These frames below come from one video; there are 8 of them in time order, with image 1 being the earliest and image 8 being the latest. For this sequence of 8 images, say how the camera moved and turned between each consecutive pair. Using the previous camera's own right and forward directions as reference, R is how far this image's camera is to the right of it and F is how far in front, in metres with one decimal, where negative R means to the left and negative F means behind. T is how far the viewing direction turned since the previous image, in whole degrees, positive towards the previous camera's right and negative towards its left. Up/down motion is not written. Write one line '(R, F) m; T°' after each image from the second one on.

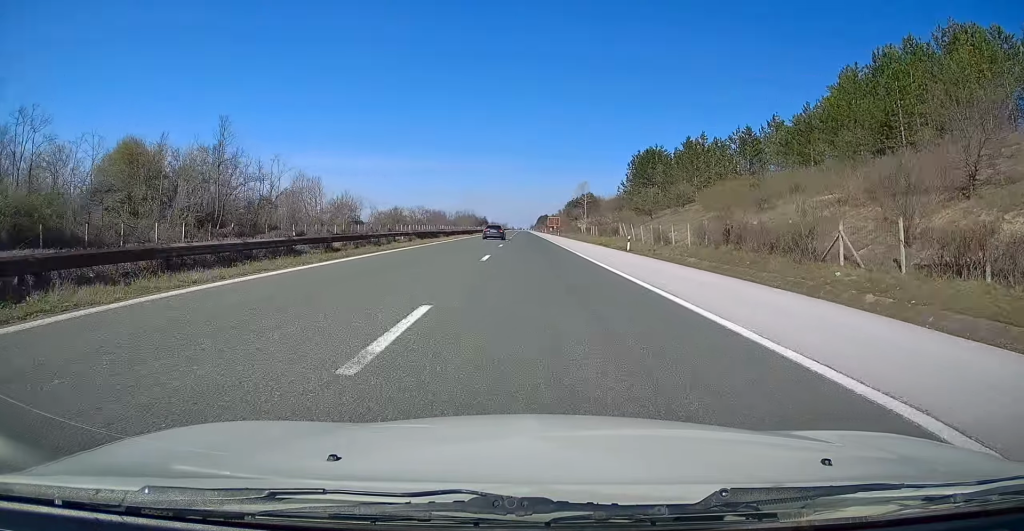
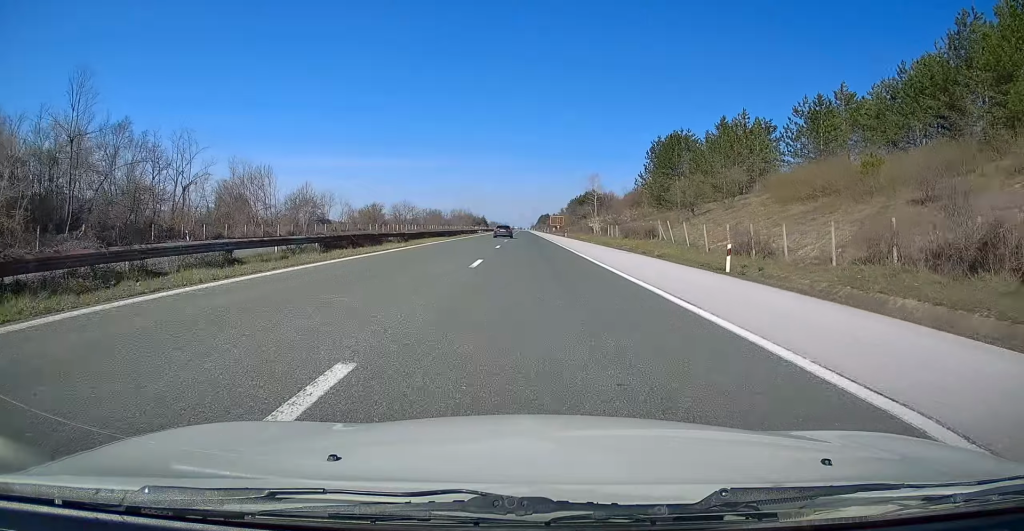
(0.0, +19.8) m; 0°
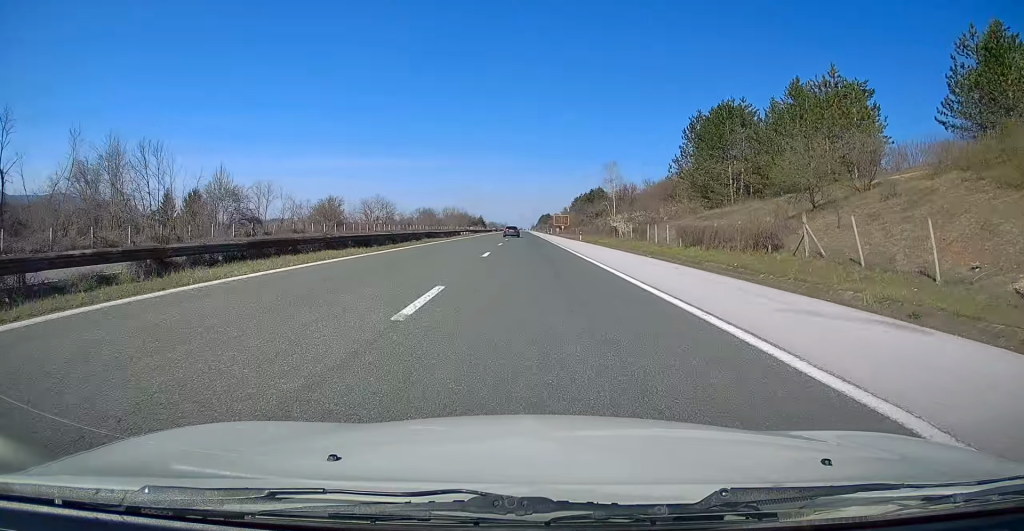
(0.0, +25.7) m; 0°
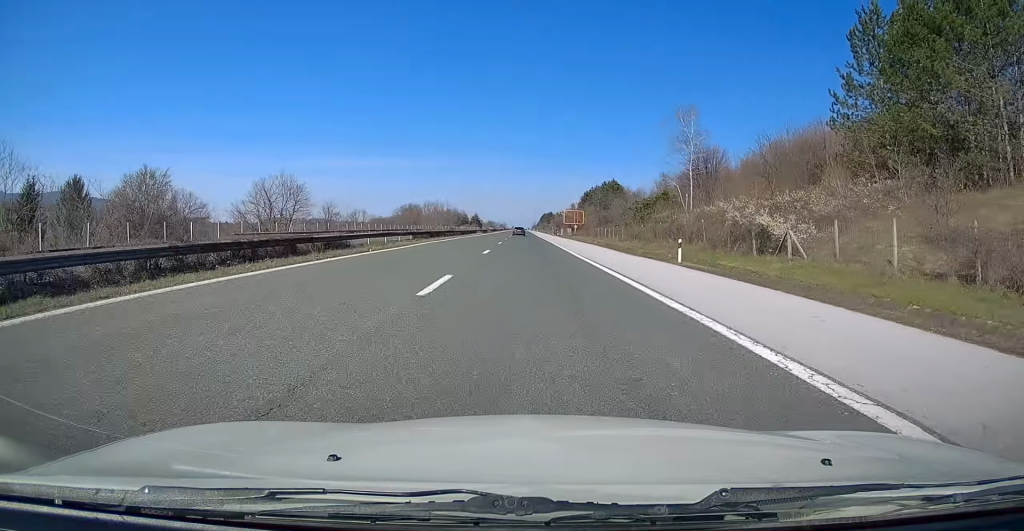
(+0.2, +45.5) m; 0°
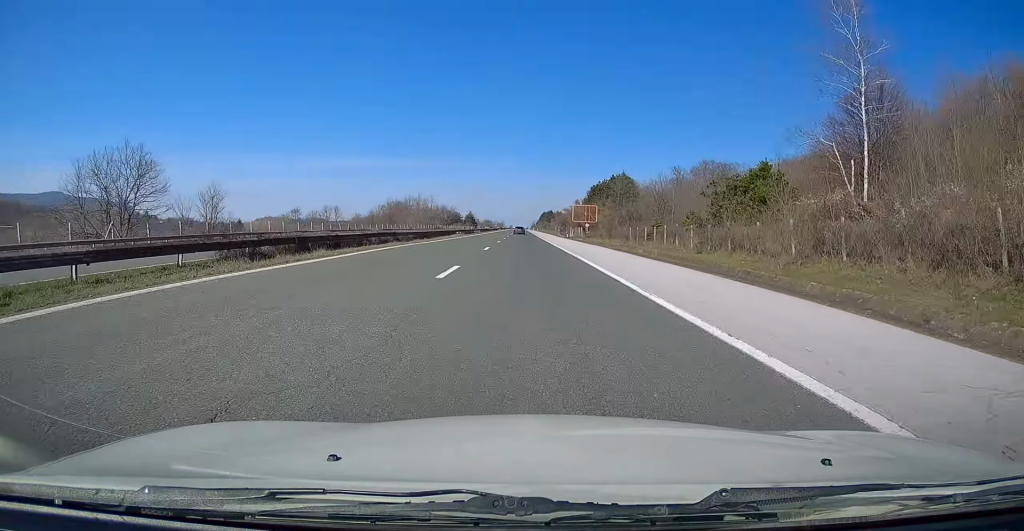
(-0.1, +28.8) m; 0°
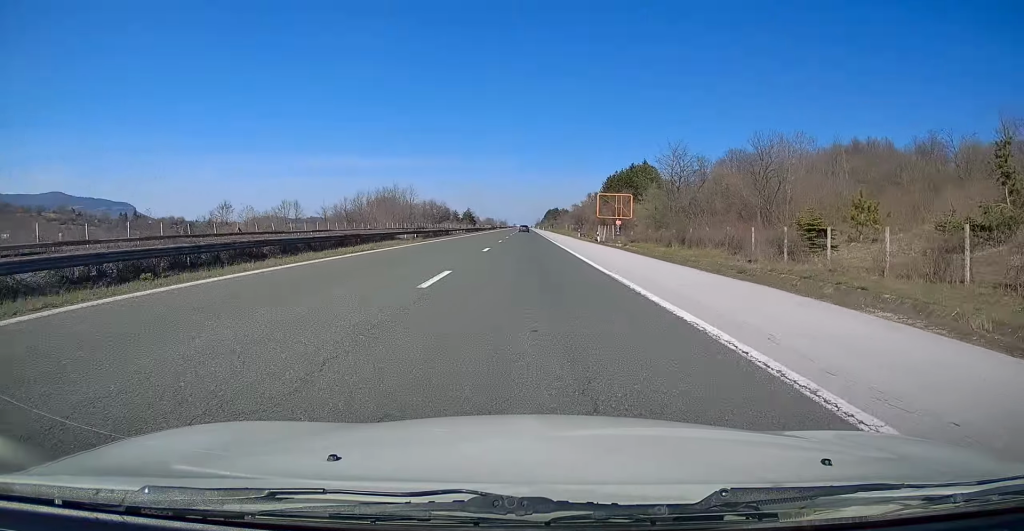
(-0.1, +33.9) m; 0°
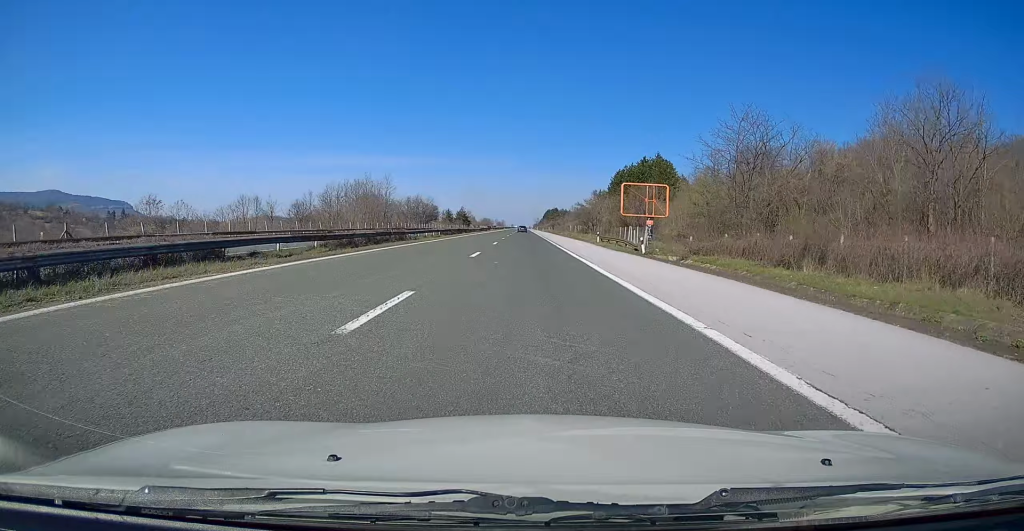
(0.0, +20.9) m; 0°
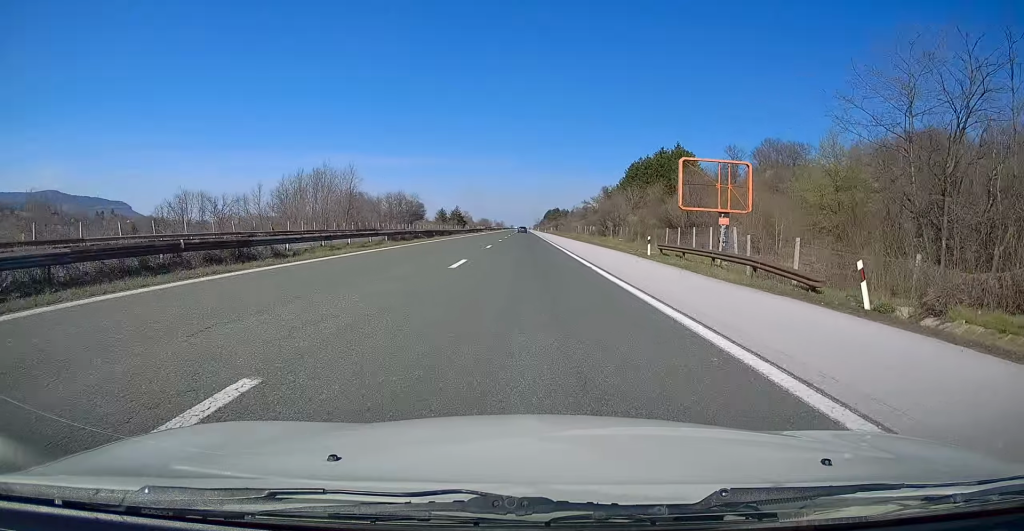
(0.0, +21.9) m; 0°
